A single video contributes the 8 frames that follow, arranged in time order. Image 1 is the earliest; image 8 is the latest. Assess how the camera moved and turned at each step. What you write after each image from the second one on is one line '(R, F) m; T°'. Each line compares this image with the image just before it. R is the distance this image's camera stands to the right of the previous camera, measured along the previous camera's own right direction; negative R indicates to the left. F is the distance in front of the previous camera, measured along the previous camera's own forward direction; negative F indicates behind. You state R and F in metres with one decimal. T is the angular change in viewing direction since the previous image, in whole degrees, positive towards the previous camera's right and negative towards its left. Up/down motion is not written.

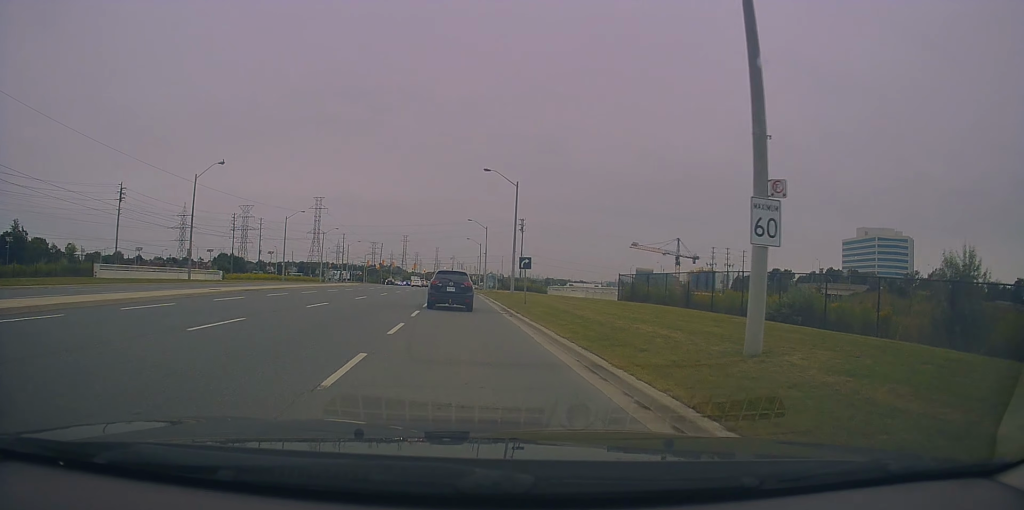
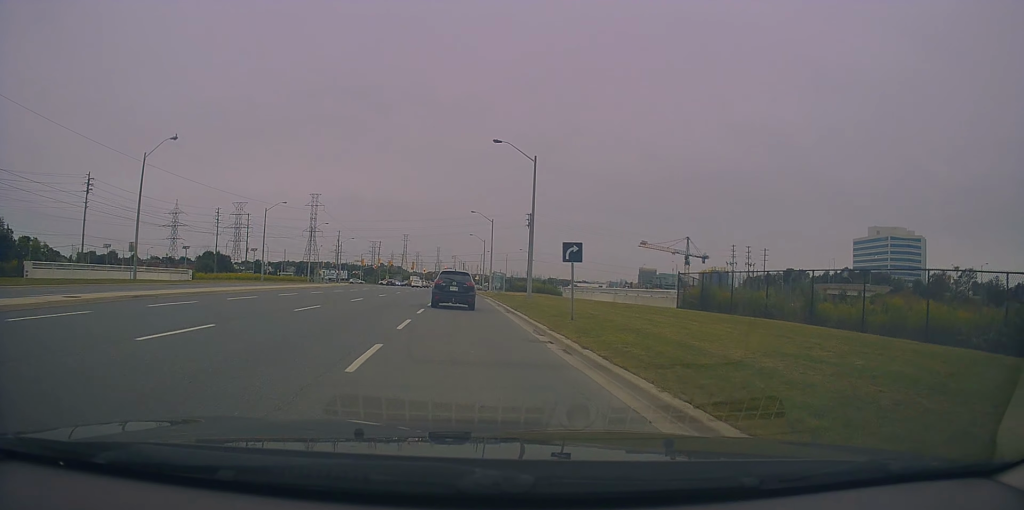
(0.0, +10.9) m; -2°
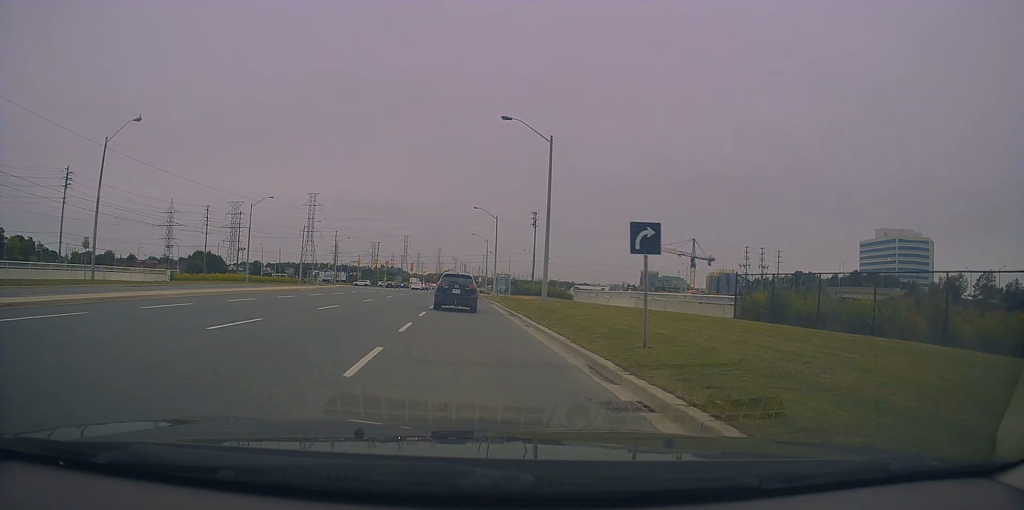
(0.0, +6.4) m; -2°
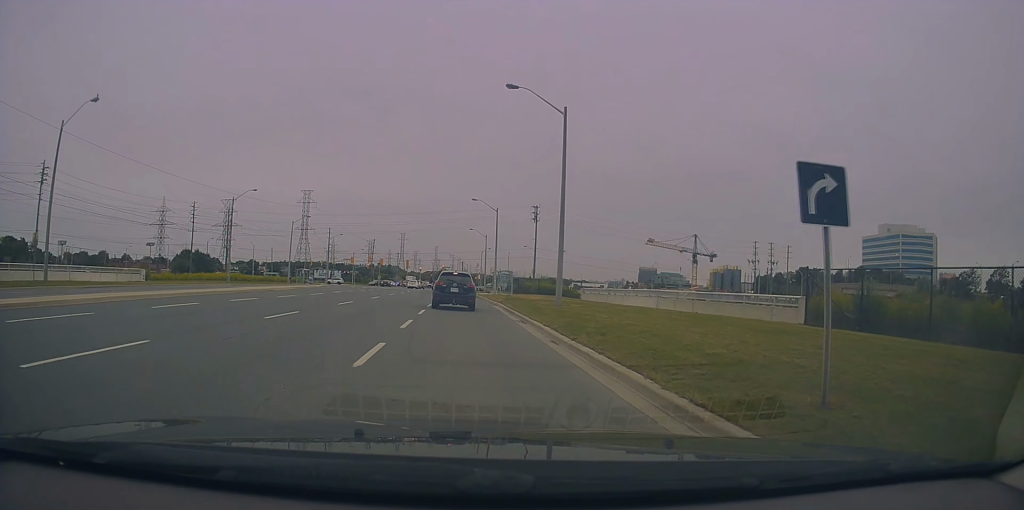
(-0.3, +5.4) m; 0°
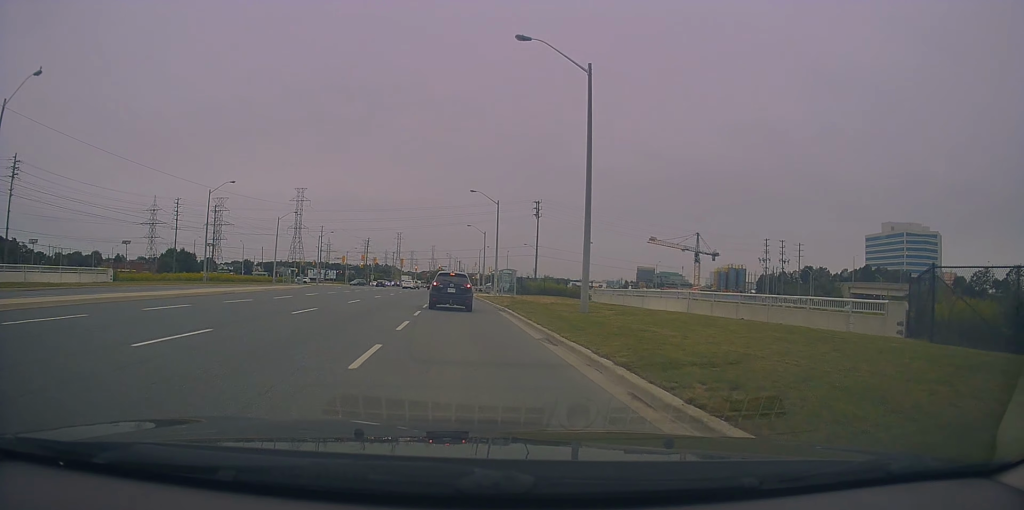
(-0.2, +6.2) m; +1°
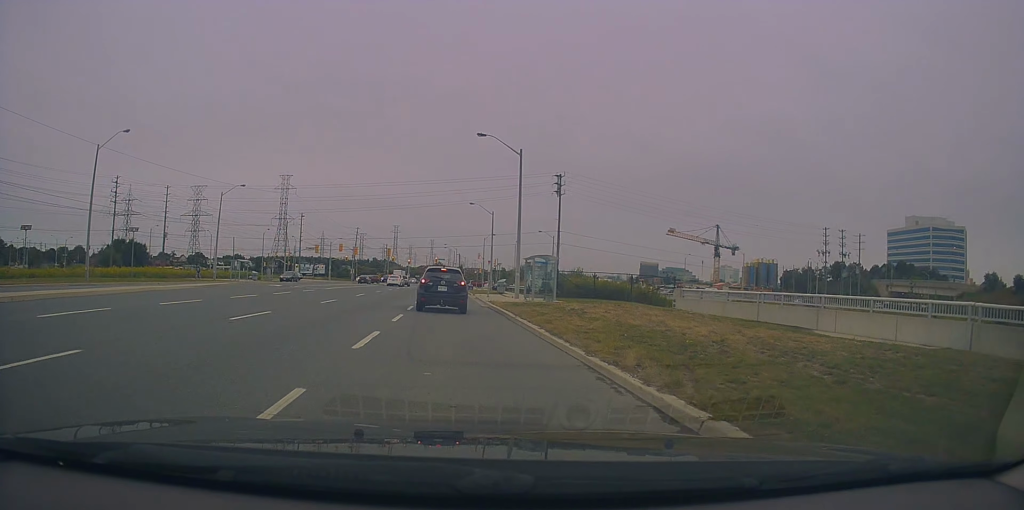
(+0.4, +22.3) m; -1°
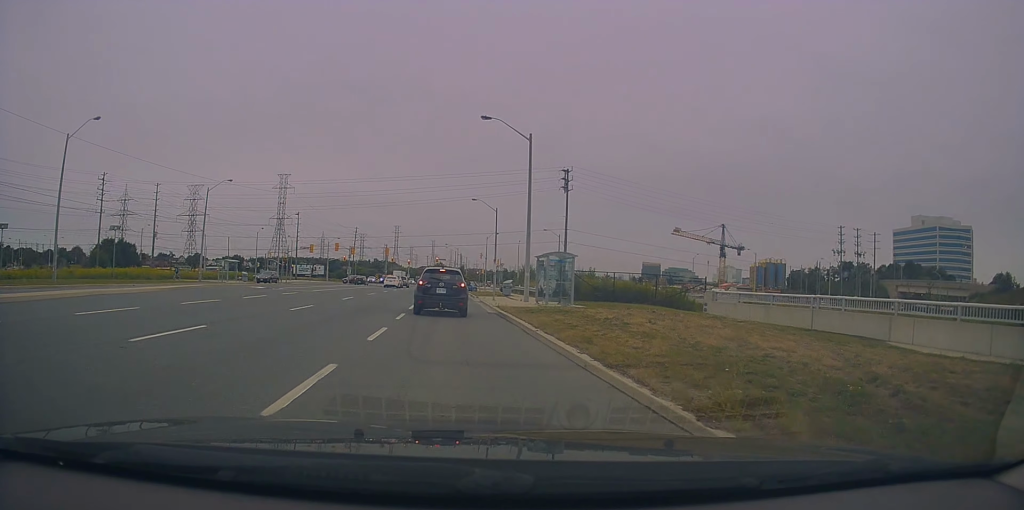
(-0.1, +4.6) m; 0°
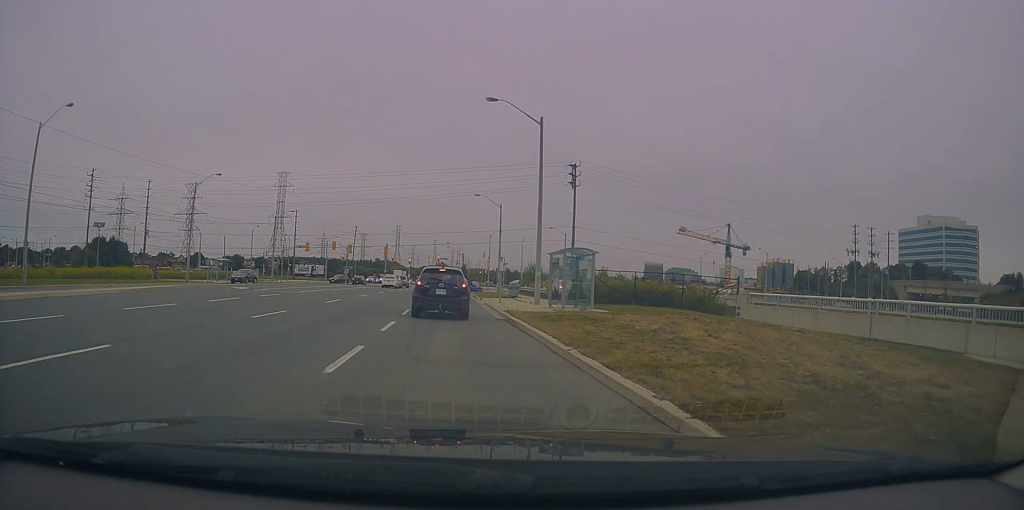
(0.0, +3.6) m; +1°
